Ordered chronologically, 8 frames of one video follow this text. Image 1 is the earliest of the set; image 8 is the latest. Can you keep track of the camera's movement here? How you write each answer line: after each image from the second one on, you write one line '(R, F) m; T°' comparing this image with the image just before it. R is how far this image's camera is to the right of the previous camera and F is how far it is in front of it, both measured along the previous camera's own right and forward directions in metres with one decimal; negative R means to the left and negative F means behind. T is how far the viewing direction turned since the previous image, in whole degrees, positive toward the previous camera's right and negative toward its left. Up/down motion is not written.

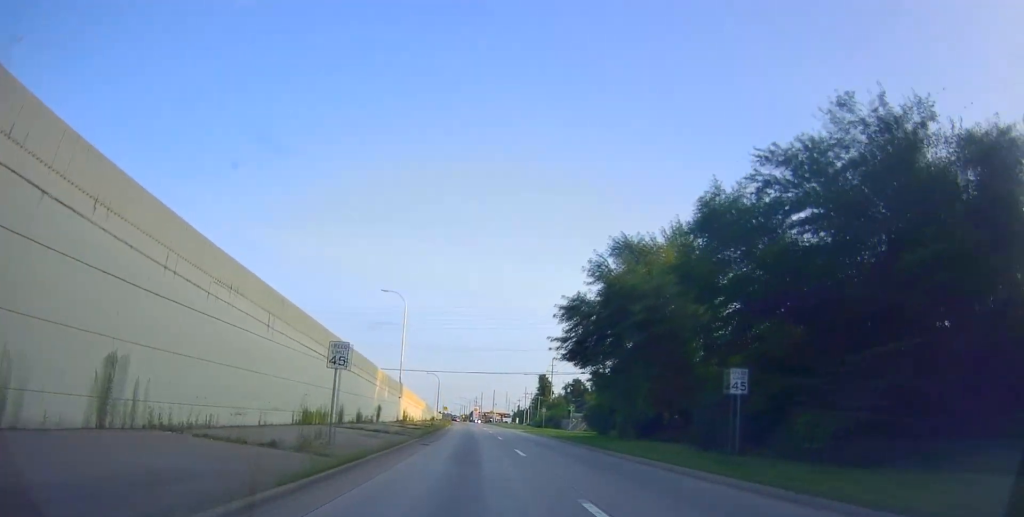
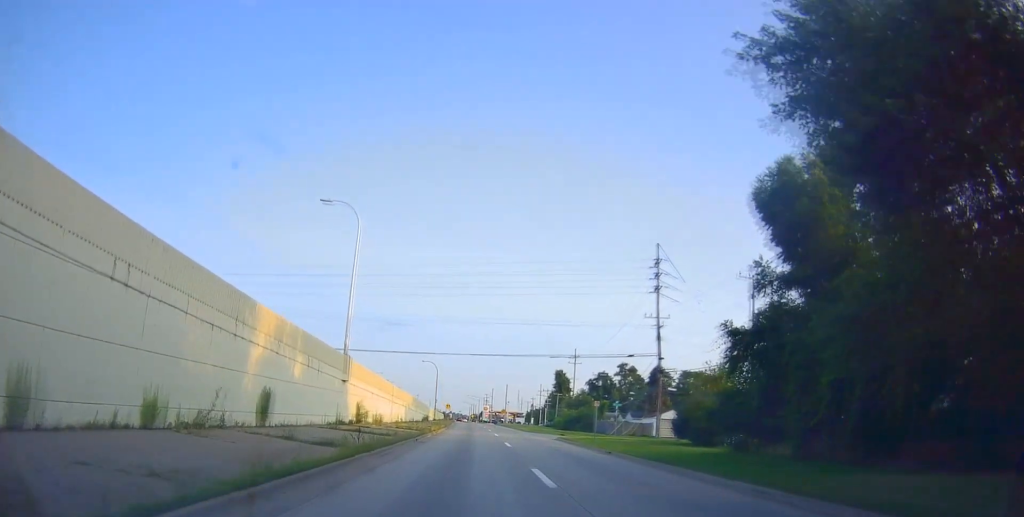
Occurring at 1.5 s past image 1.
(0.0, +23.3) m; -1°
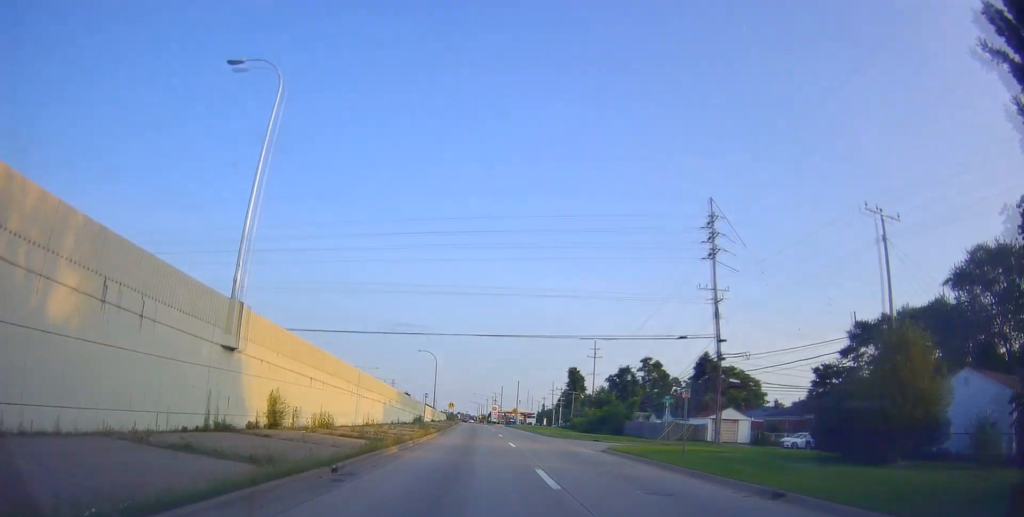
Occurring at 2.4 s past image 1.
(0.0, +14.6) m; -2°
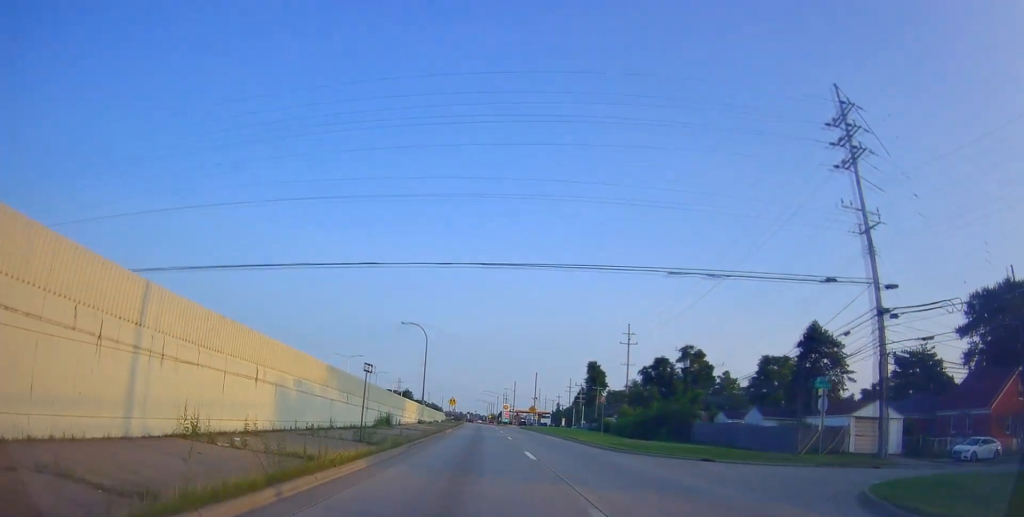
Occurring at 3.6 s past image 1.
(-0.5, +21.4) m; 0°
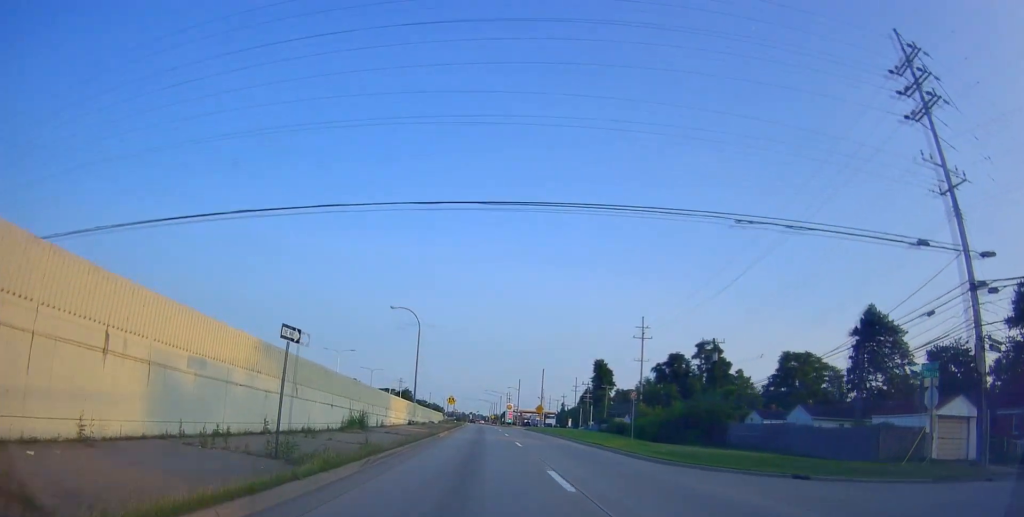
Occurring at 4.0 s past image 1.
(+0.3, +7.4) m; +1°
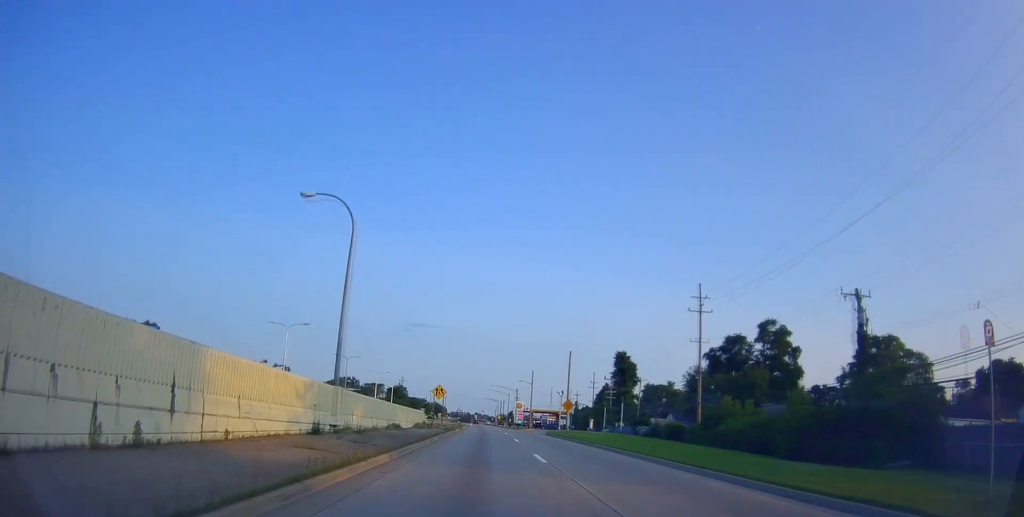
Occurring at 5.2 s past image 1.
(-0.1, +23.7) m; -2°
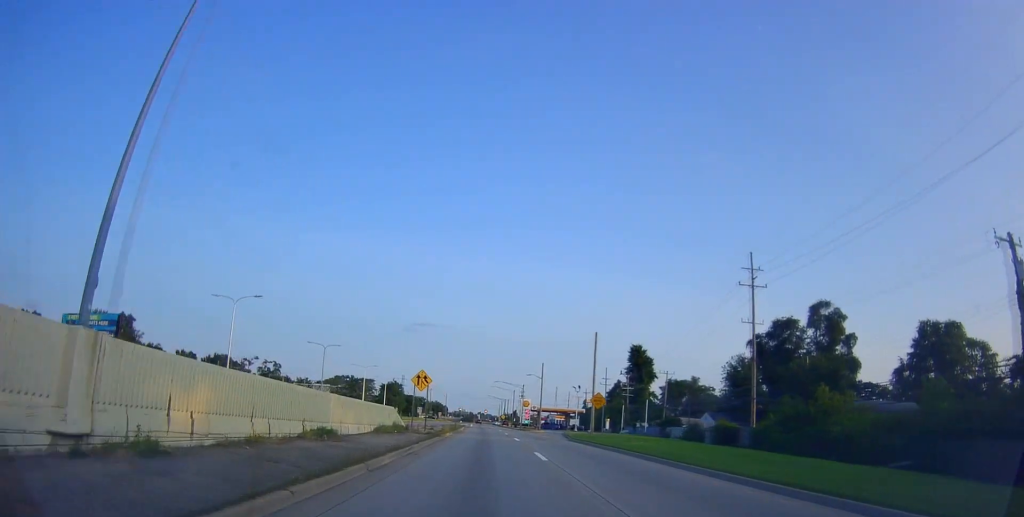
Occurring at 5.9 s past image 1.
(-0.2, +14.2) m; -1°
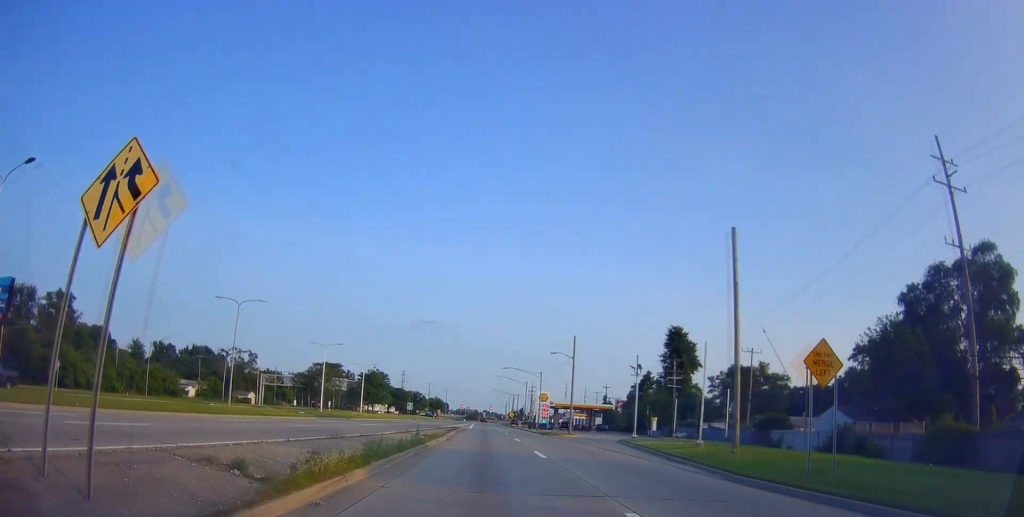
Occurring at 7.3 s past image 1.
(-0.6, +28.9) m; -1°
